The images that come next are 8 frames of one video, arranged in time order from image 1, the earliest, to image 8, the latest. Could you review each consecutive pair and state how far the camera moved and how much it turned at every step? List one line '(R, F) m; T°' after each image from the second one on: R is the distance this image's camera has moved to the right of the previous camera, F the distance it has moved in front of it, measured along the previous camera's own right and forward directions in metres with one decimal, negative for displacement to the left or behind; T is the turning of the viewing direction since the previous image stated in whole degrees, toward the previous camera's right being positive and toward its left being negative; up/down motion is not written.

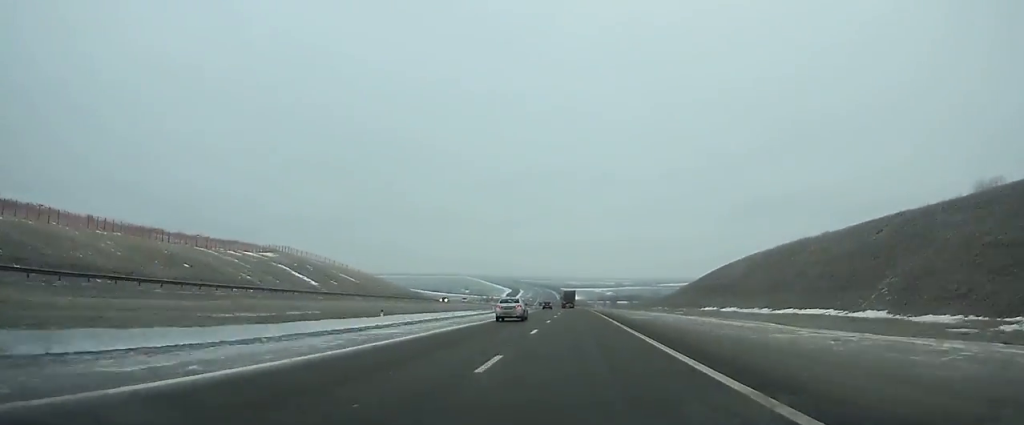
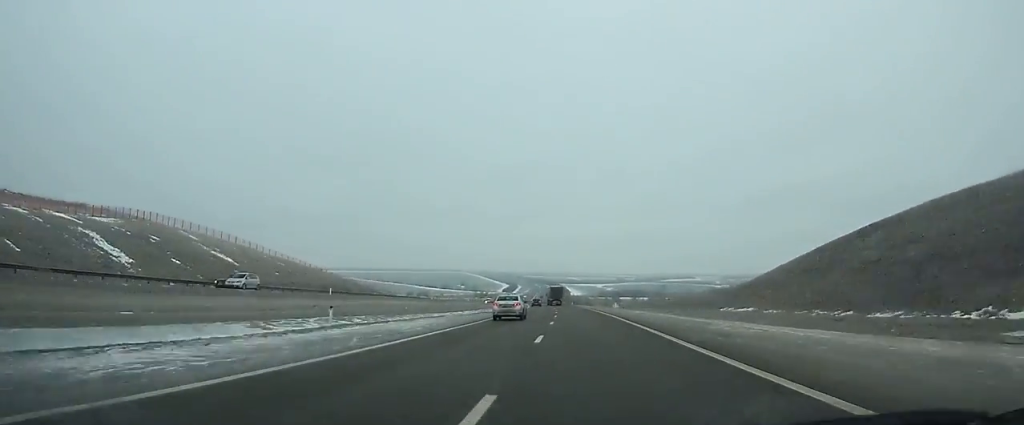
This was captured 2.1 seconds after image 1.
(+0.1, +53.5) m; -1°
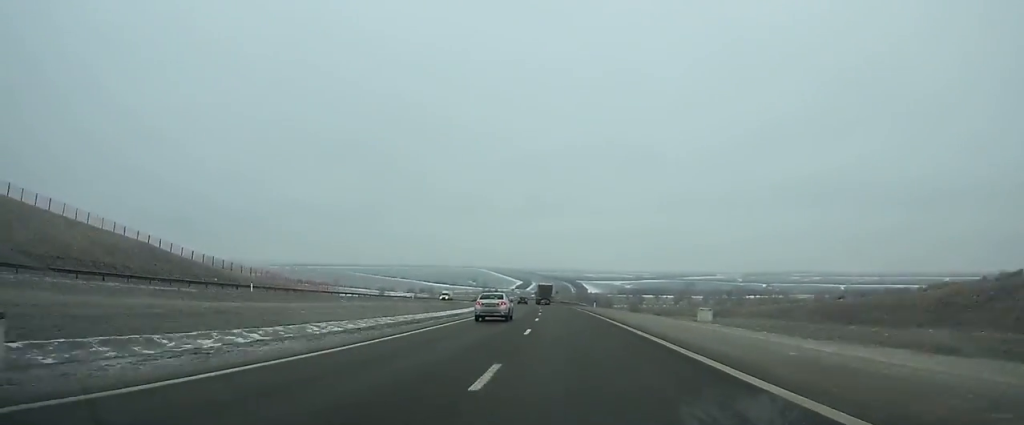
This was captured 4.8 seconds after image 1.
(-0.9, +67.9) m; -3°
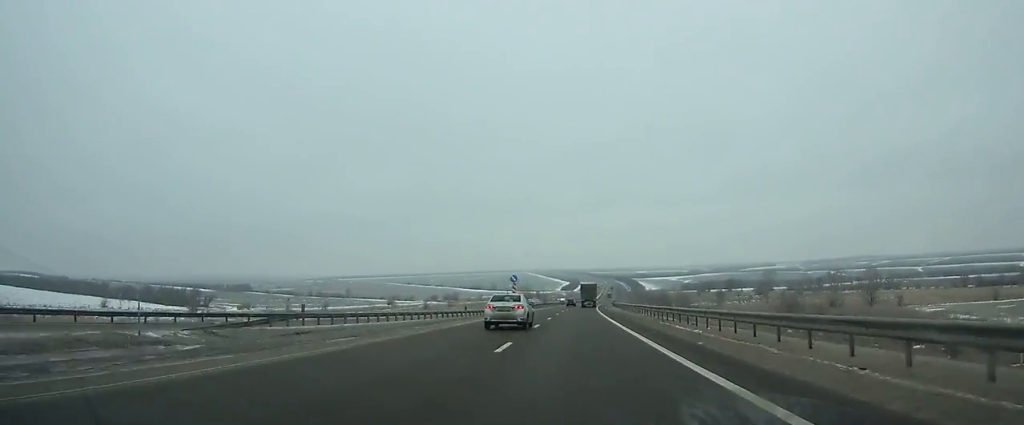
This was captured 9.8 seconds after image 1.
(-3.9, +120.2) m; -1°
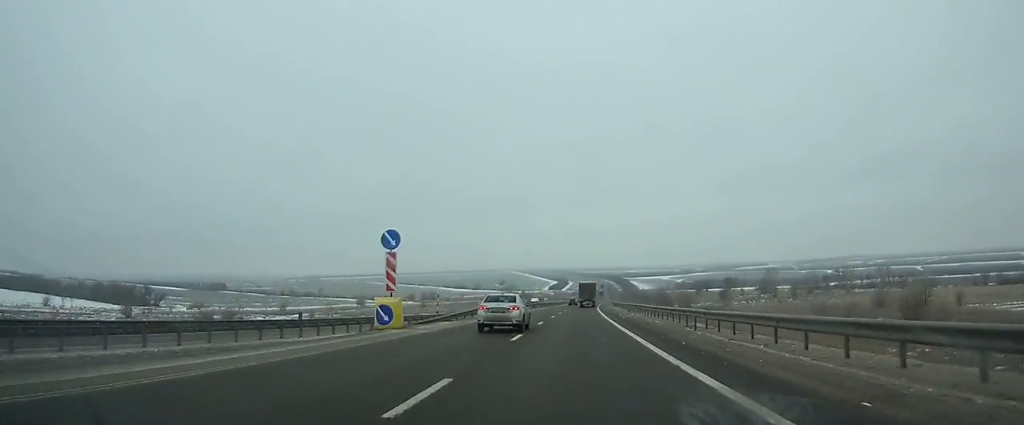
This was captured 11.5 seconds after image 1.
(+0.1, +39.4) m; +1°
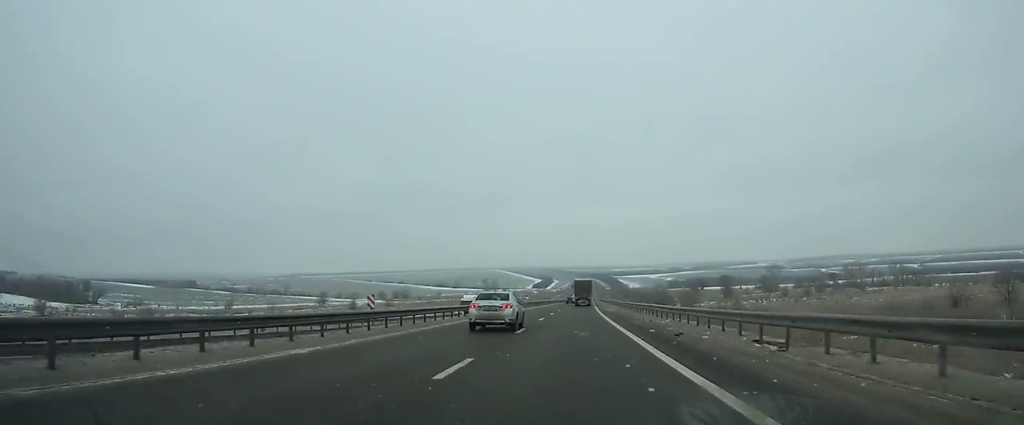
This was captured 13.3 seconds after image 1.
(+0.4, +40.7) m; +1°
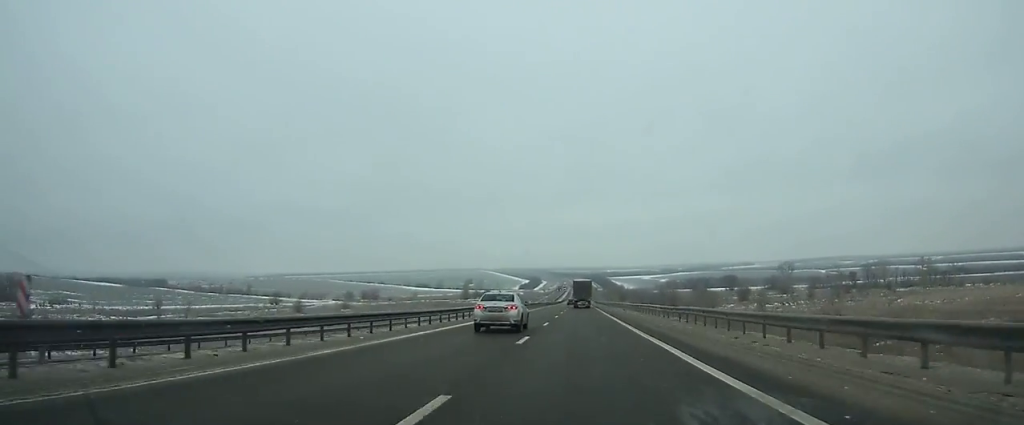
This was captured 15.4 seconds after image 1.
(+0.5, +49.0) m; +1°
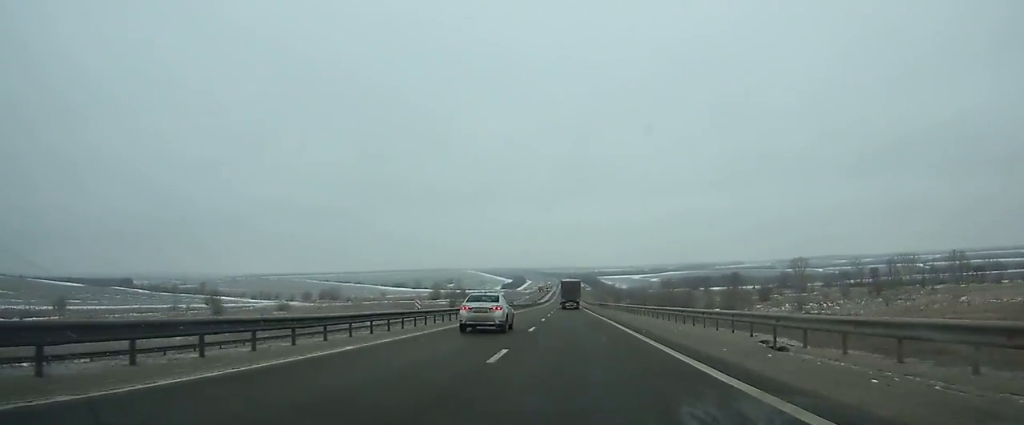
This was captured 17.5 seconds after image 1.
(+0.3, +50.3) m; 0°
